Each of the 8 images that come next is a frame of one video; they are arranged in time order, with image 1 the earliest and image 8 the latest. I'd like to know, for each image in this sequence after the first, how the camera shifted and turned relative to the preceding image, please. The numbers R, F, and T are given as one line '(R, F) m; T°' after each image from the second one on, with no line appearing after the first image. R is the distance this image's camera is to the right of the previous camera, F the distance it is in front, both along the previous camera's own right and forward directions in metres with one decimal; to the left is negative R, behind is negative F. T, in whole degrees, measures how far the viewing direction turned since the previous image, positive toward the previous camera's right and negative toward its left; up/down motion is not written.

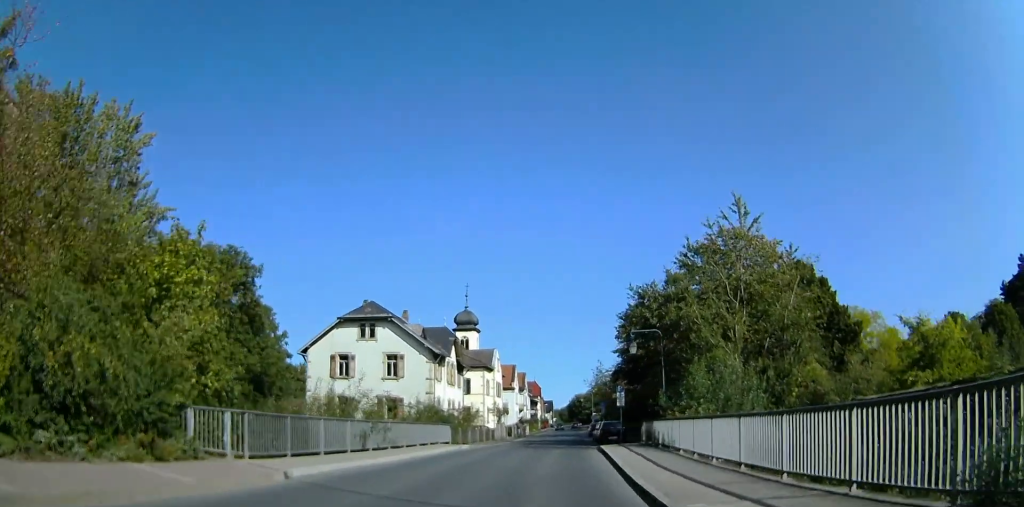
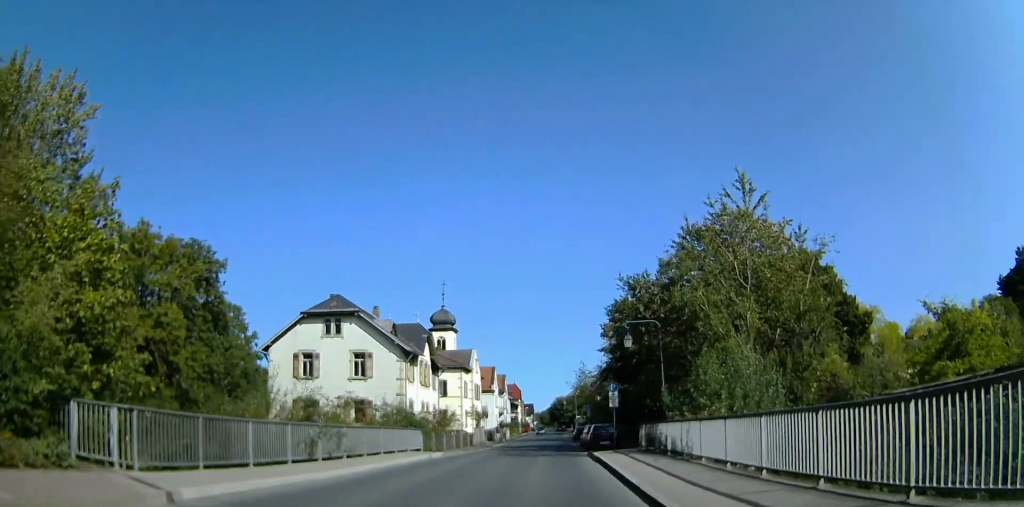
(+0.2, +4.1) m; +7°
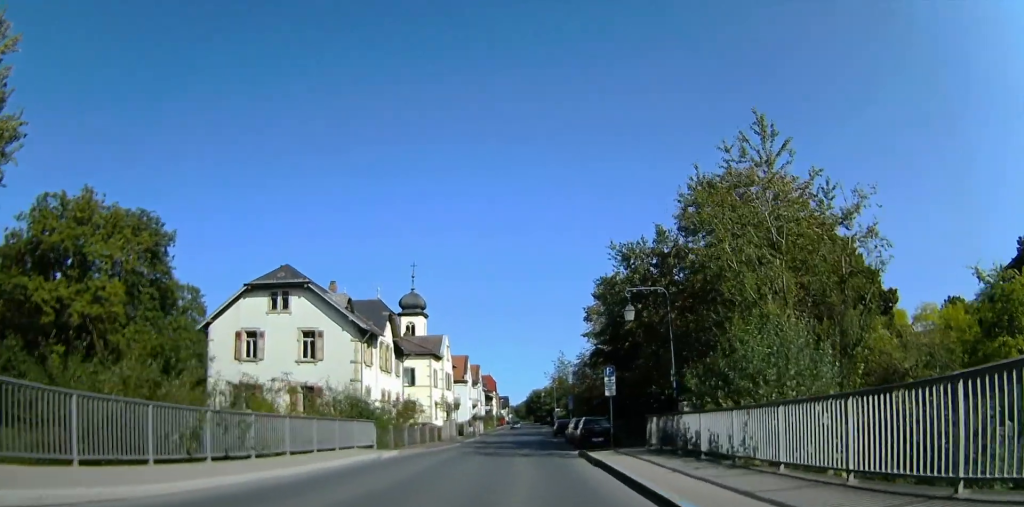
(+0.4, +5.7) m; +6°
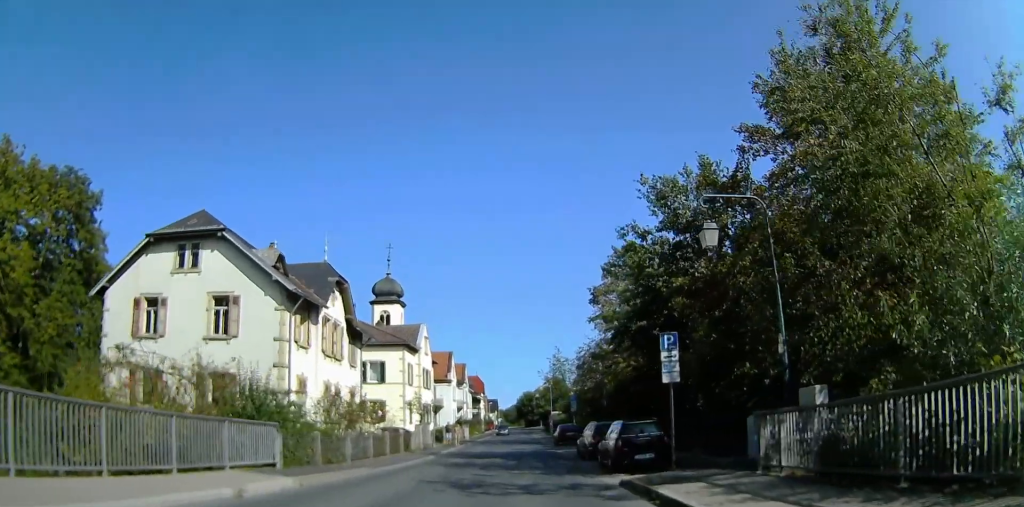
(+0.7, +9.9) m; +1°
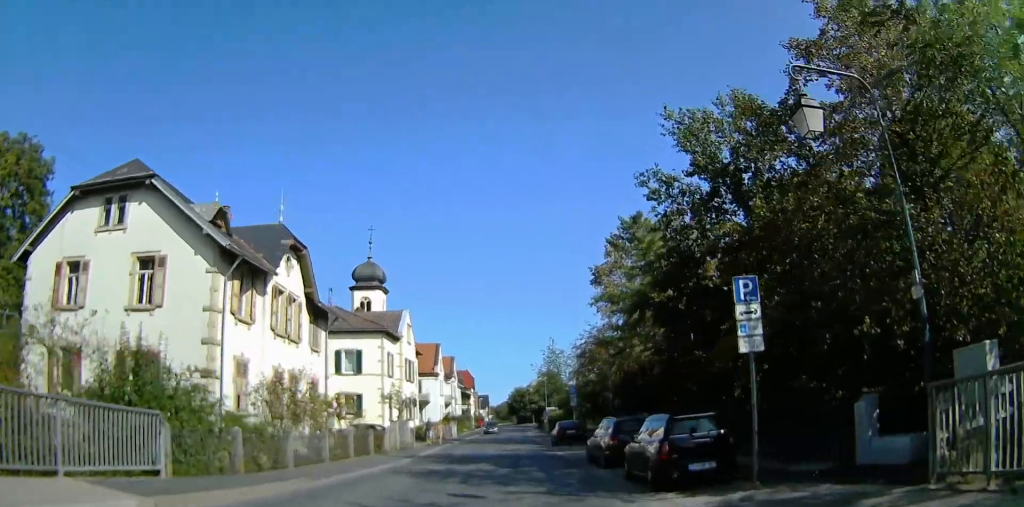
(-0.7, +5.1) m; 0°
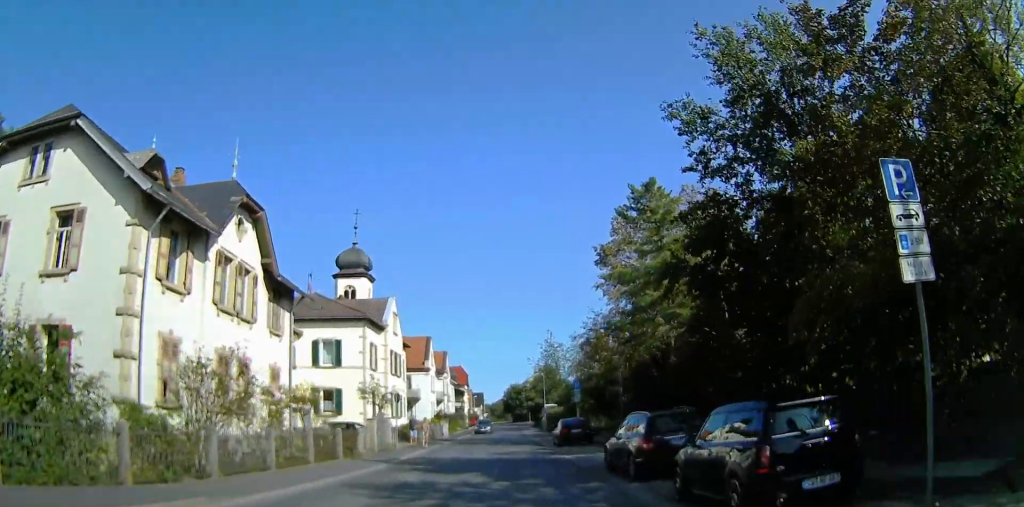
(+0.5, +4.2) m; 0°
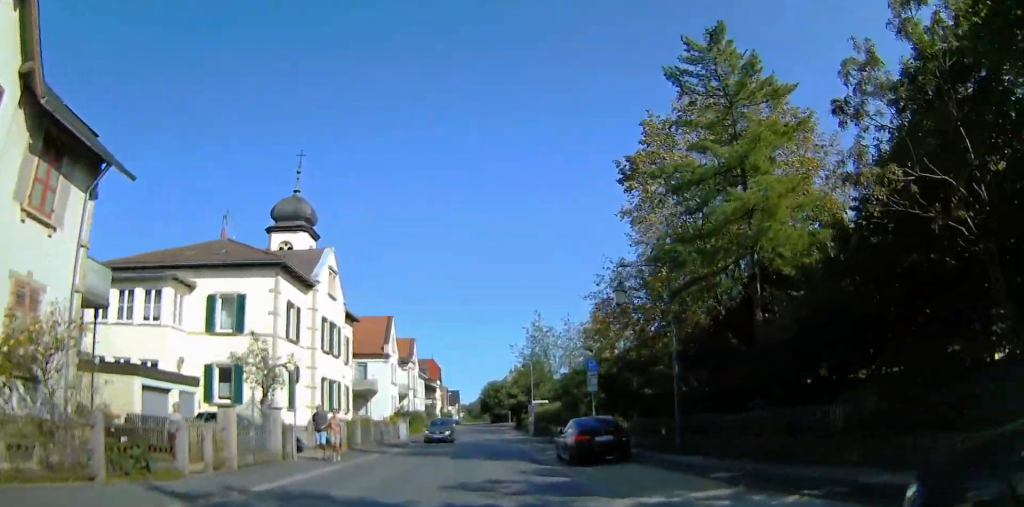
(-0.3, +12.4) m; 0°
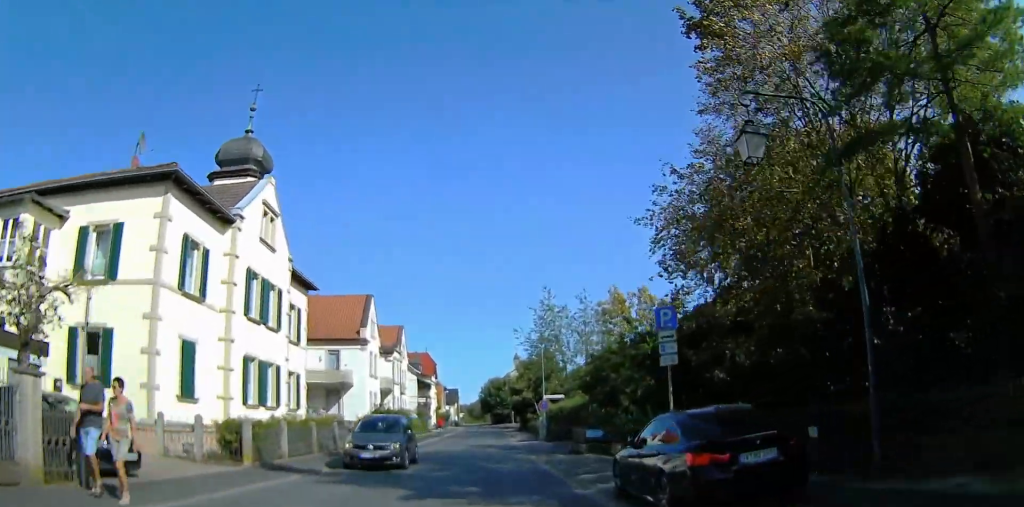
(+0.8, +10.2) m; 0°
